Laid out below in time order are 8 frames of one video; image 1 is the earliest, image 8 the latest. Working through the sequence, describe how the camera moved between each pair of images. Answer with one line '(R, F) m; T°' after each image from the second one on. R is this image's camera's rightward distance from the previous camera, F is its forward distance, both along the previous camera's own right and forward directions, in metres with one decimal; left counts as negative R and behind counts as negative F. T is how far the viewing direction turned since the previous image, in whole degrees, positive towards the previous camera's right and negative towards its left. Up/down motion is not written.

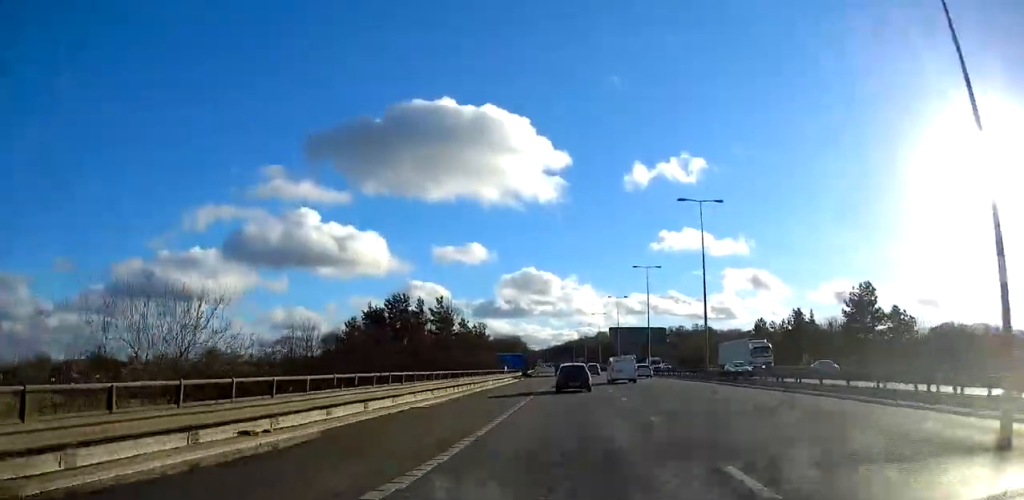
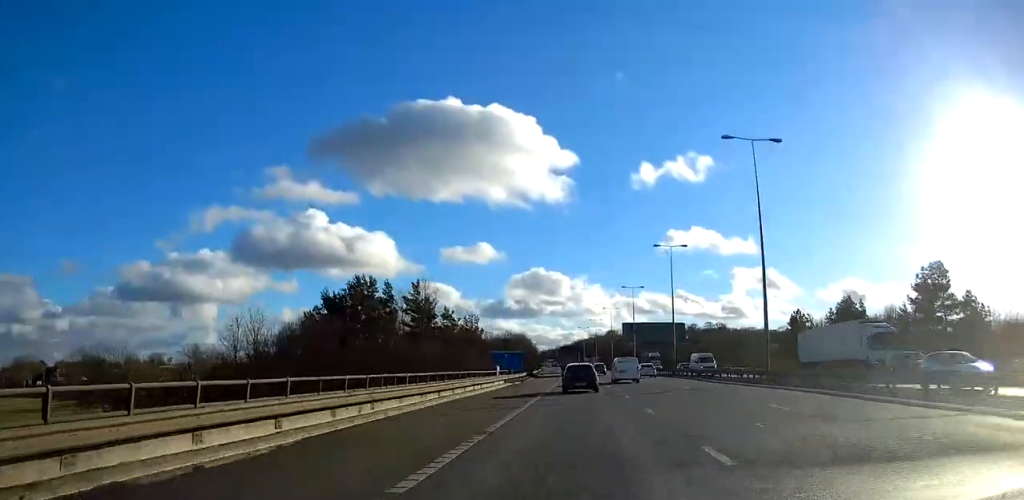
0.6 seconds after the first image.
(-0.1, +16.1) m; -1°
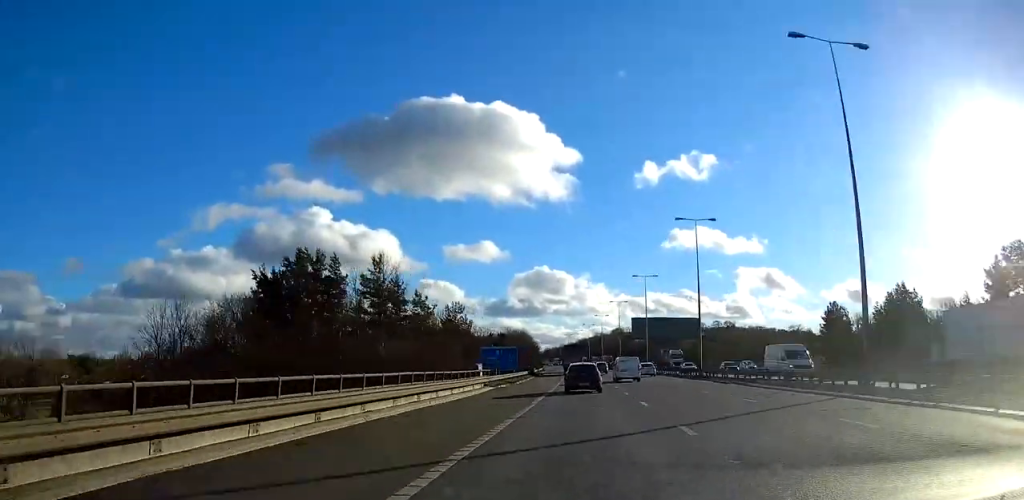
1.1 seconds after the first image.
(-0.1, +14.2) m; 0°
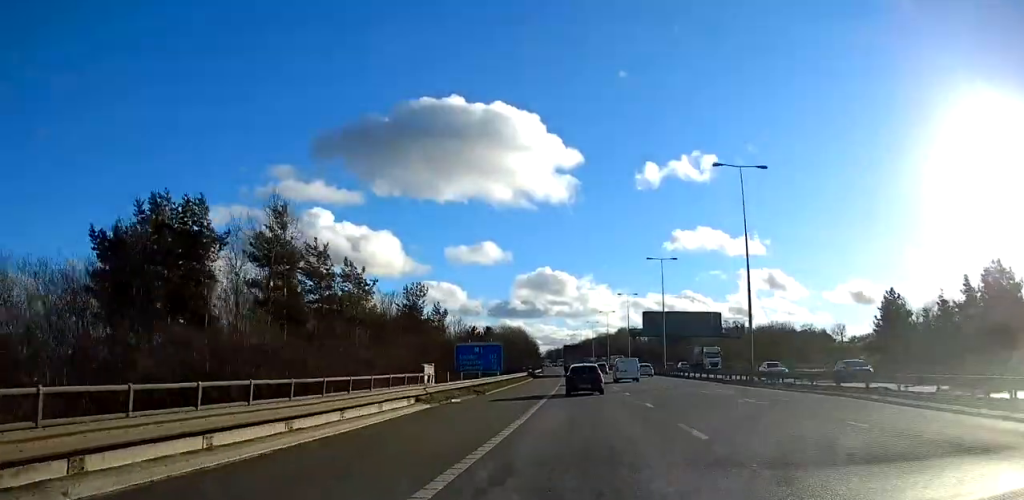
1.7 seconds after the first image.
(-0.1, +18.0) m; 0°
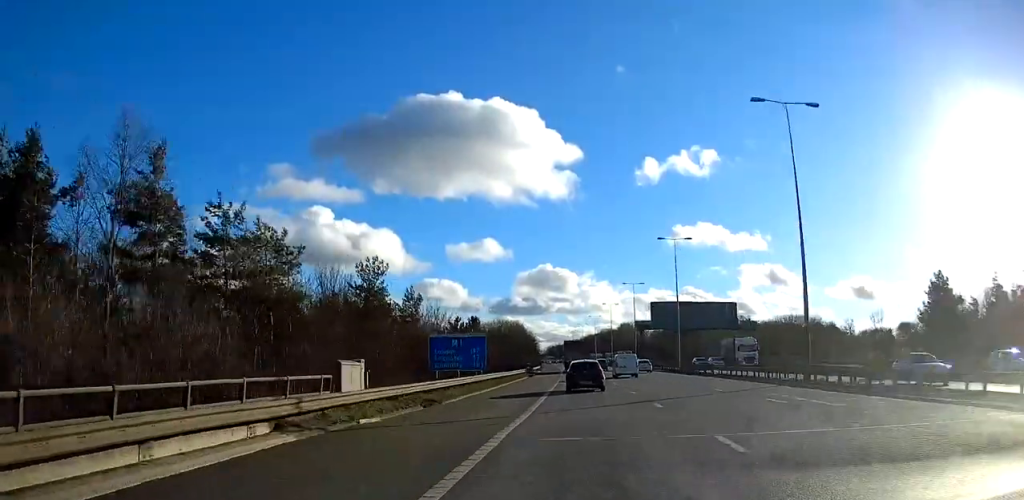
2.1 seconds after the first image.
(0.0, +11.4) m; 0°
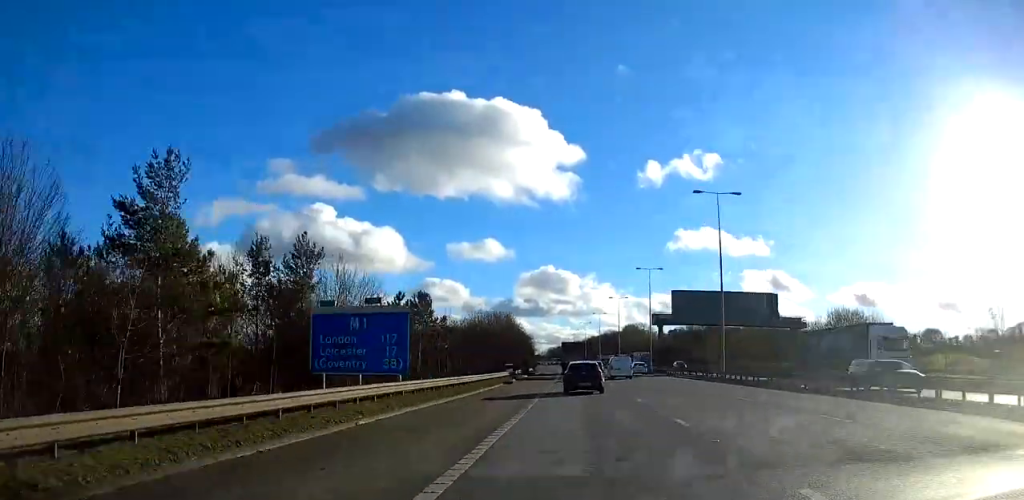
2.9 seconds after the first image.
(+0.1, +22.8) m; 0°
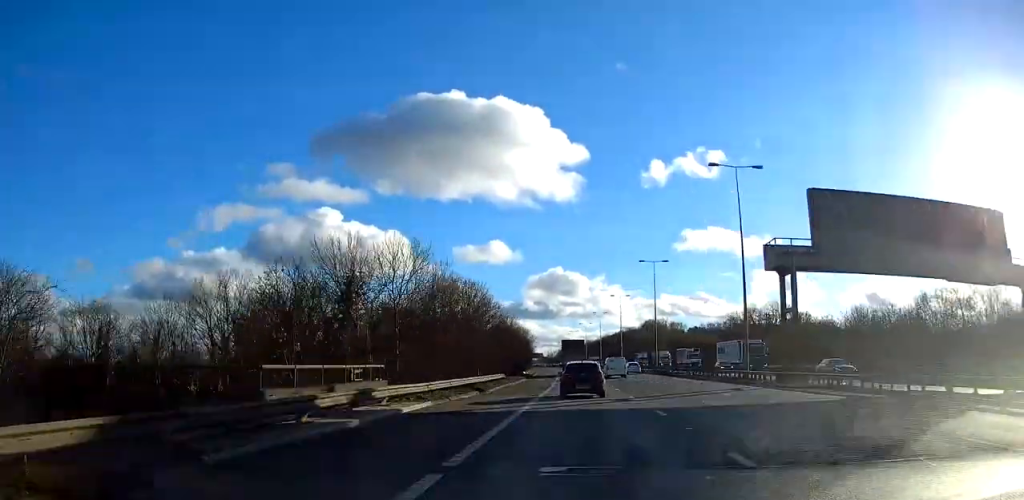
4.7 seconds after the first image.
(-0.4, +51.4) m; -1°
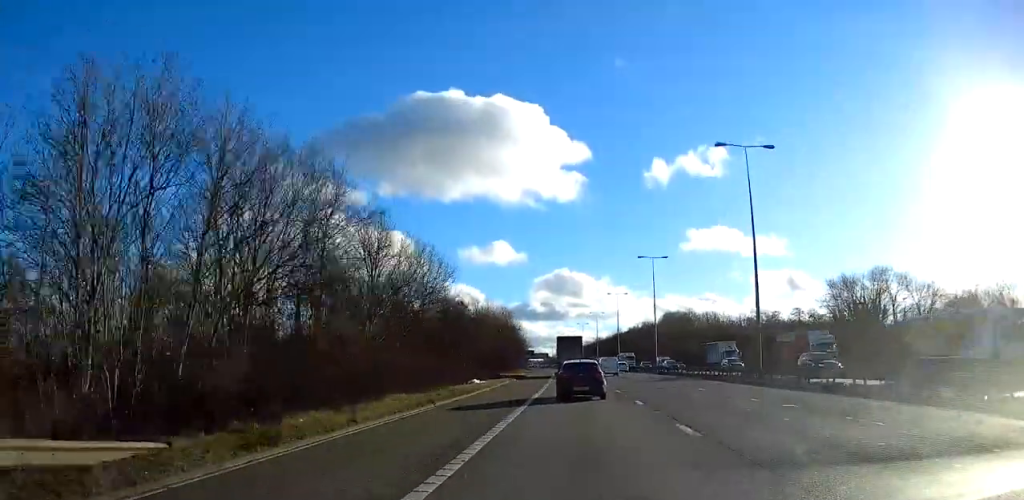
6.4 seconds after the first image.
(-0.3, +49.5) m; -1°
